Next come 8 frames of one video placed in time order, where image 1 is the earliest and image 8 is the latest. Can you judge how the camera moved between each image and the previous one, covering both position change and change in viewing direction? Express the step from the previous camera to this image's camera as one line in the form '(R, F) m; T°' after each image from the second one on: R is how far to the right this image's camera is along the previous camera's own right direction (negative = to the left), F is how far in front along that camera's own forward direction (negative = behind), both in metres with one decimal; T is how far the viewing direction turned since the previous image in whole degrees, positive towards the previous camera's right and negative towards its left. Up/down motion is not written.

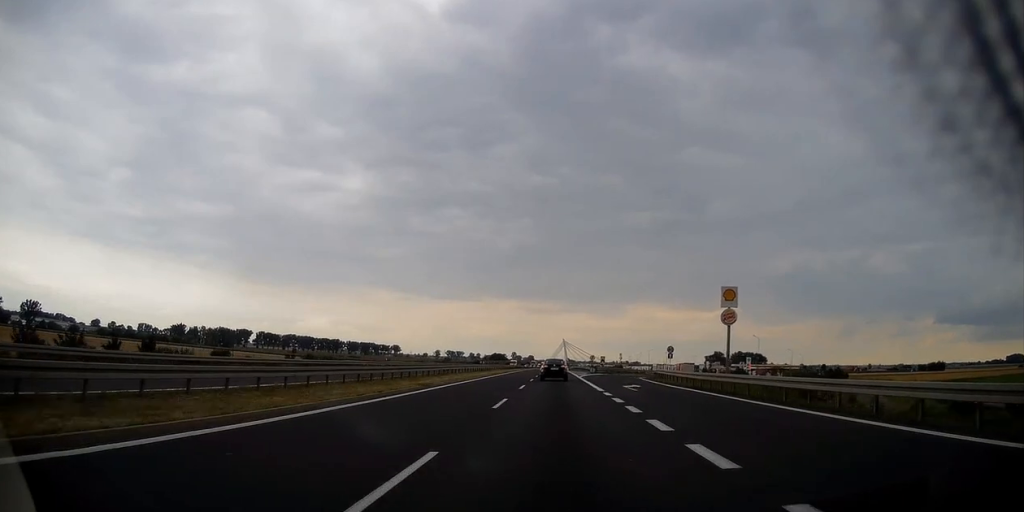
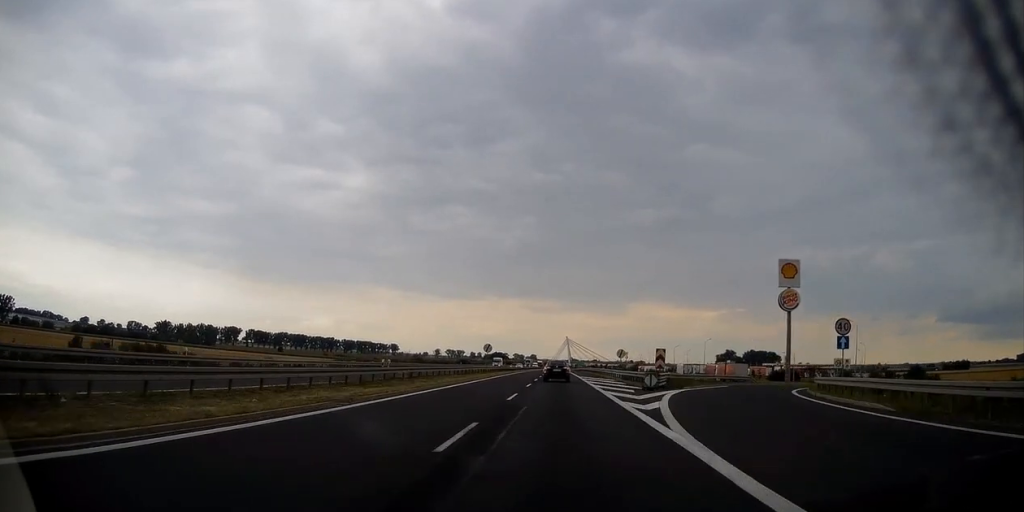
(-0.1, +43.9) m; -1°
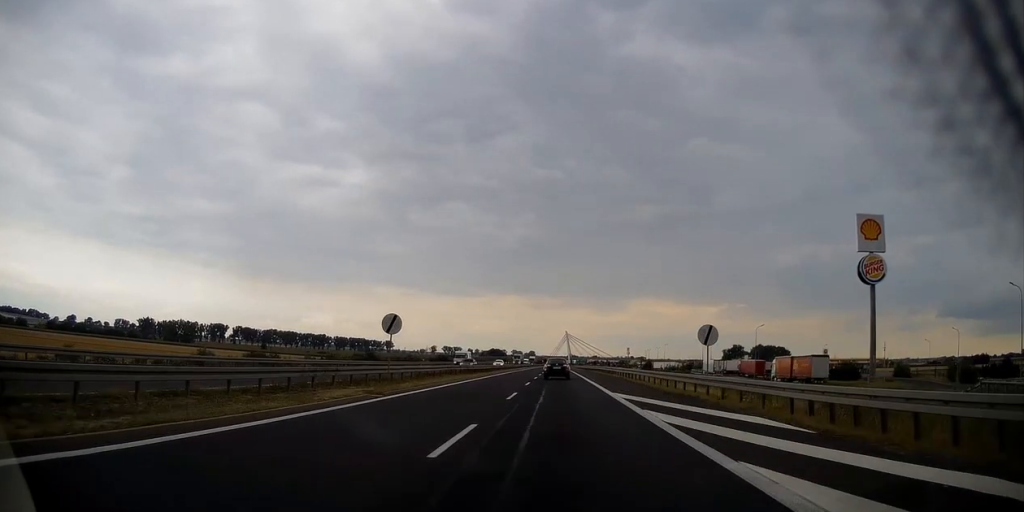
(-0.1, +38.0) m; 0°
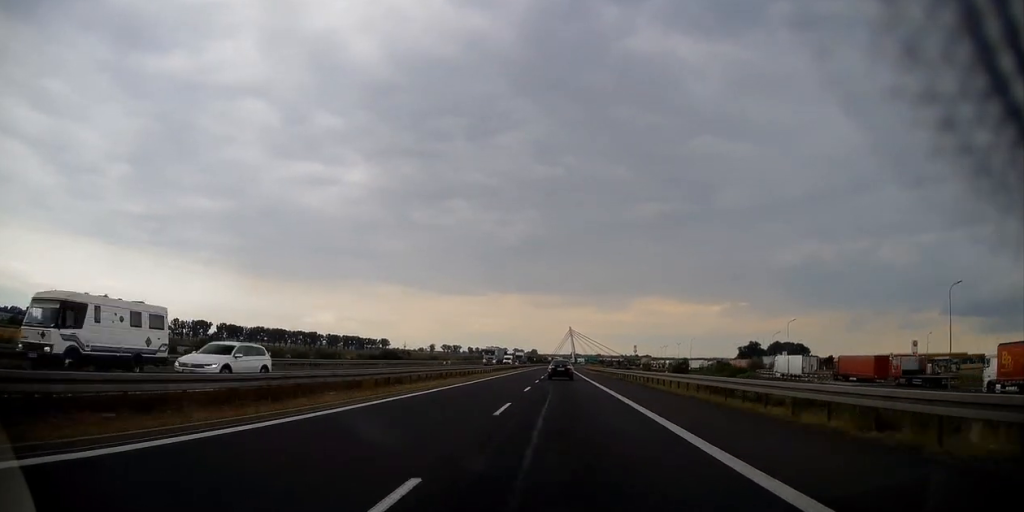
(-0.2, +53.9) m; 0°
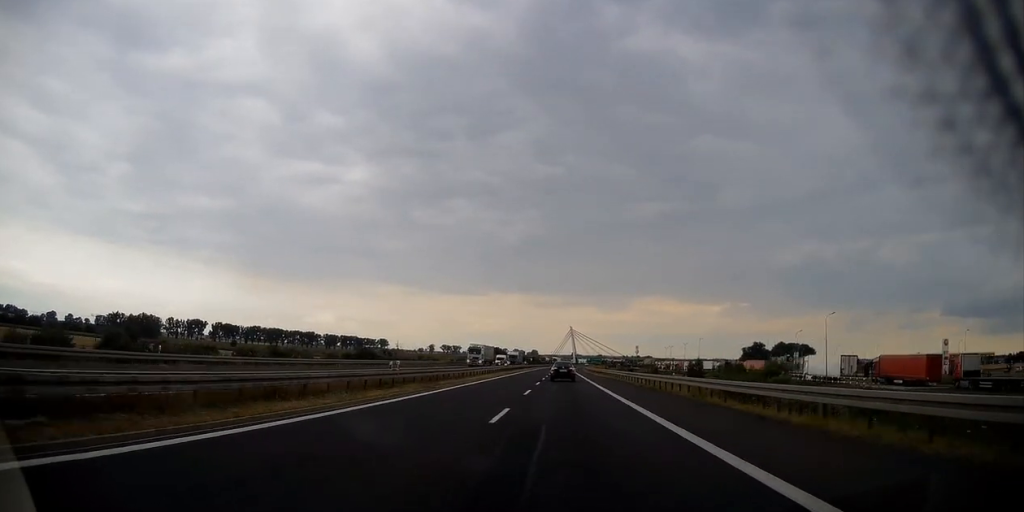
(0.0, +13.7) m; 0°
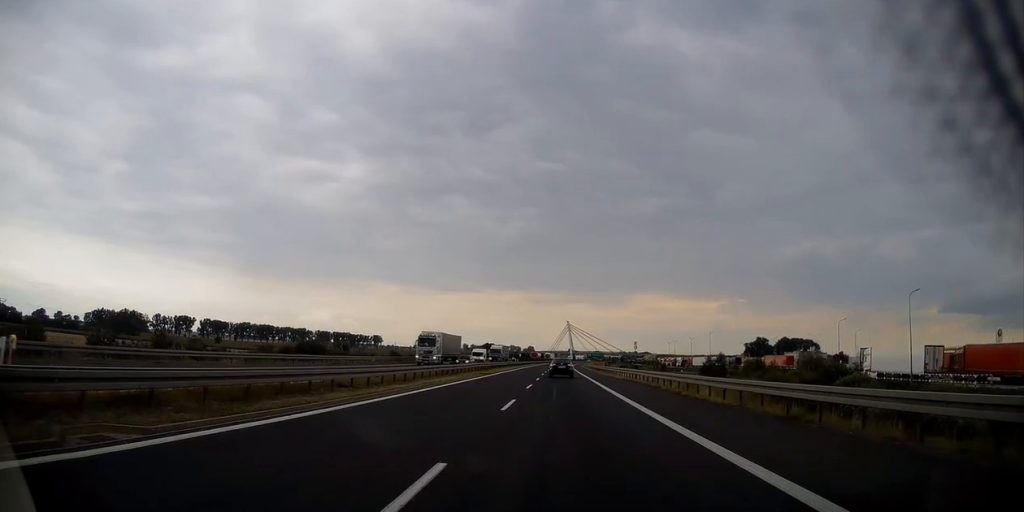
(0.0, +21.7) m; 0°
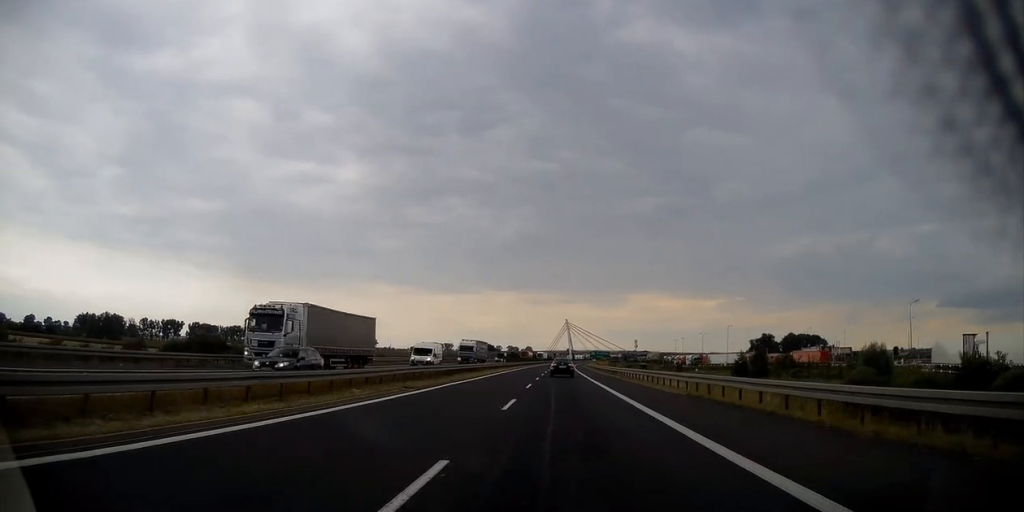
(+0.1, +23.9) m; 0°
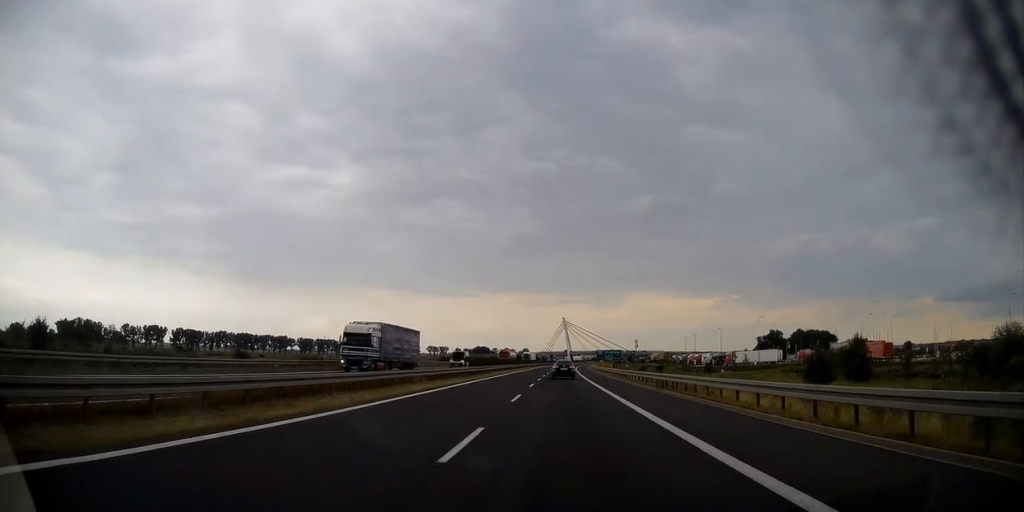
(0.0, +31.9) m; 0°
